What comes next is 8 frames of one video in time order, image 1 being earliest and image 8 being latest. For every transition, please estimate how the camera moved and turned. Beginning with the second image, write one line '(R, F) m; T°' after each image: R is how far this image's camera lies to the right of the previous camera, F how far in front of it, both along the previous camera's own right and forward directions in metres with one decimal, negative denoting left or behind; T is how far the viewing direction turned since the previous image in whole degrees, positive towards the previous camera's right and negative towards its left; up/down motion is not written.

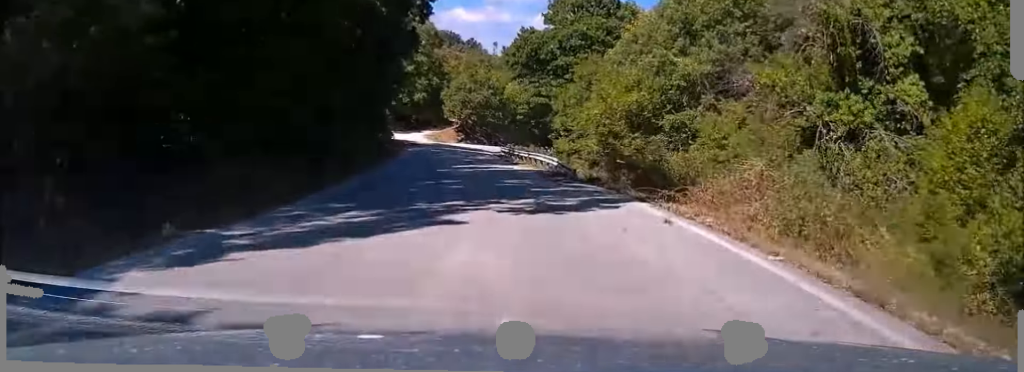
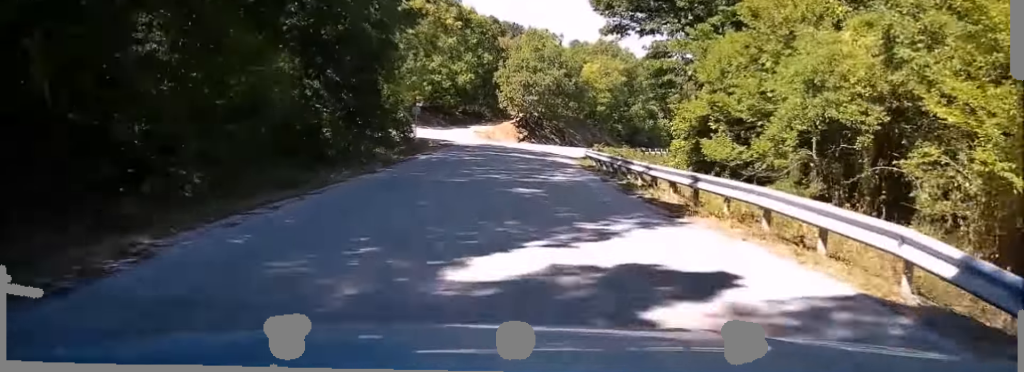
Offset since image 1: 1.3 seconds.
(-1.2, +24.1) m; -4°
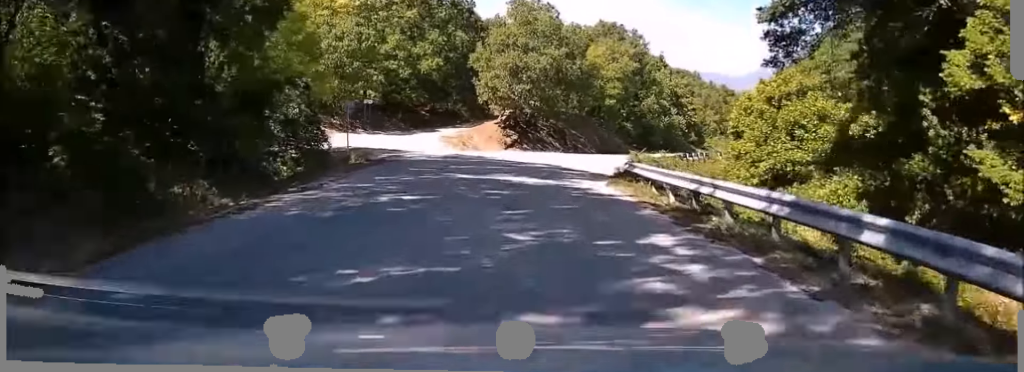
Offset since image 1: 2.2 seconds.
(-0.2, +17.2) m; +1°
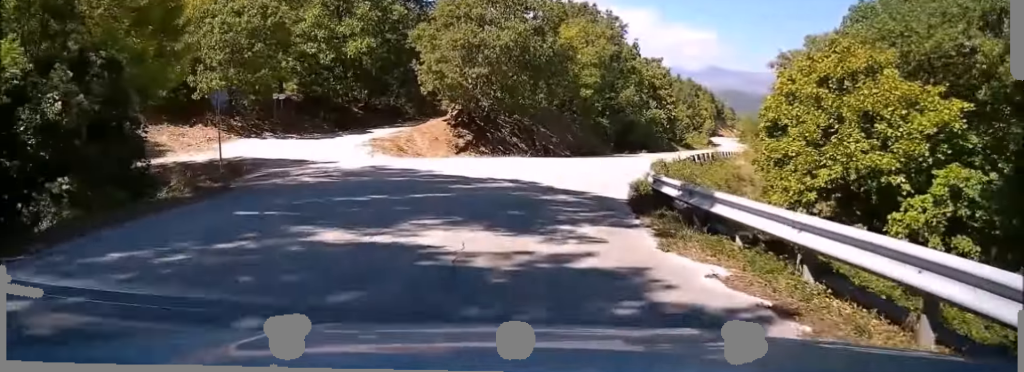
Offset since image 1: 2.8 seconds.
(+0.1, +10.9) m; +3°
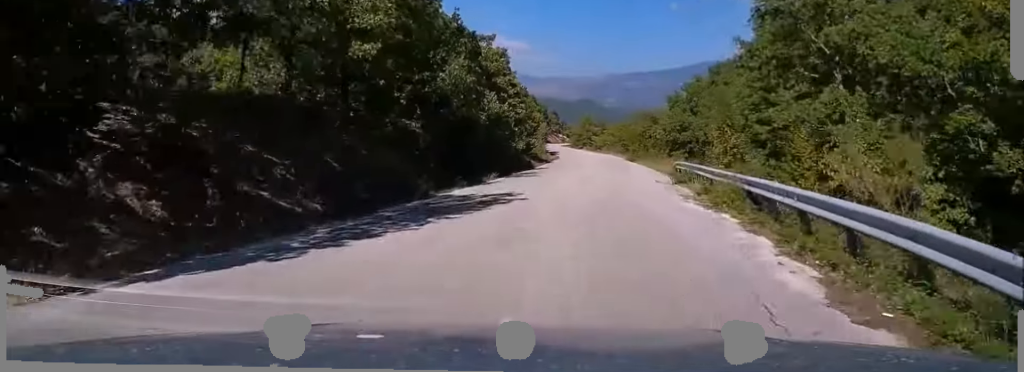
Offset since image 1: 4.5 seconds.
(+3.0, +29.1) m; +13°
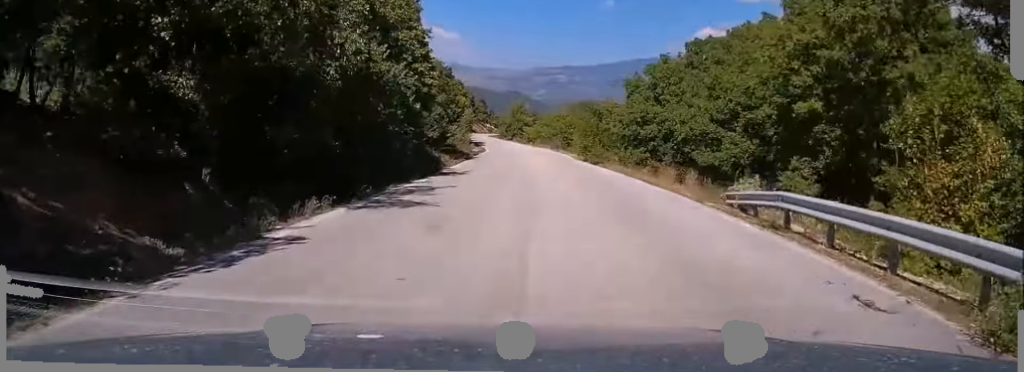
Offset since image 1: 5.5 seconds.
(+1.3, +18.1) m; +6°
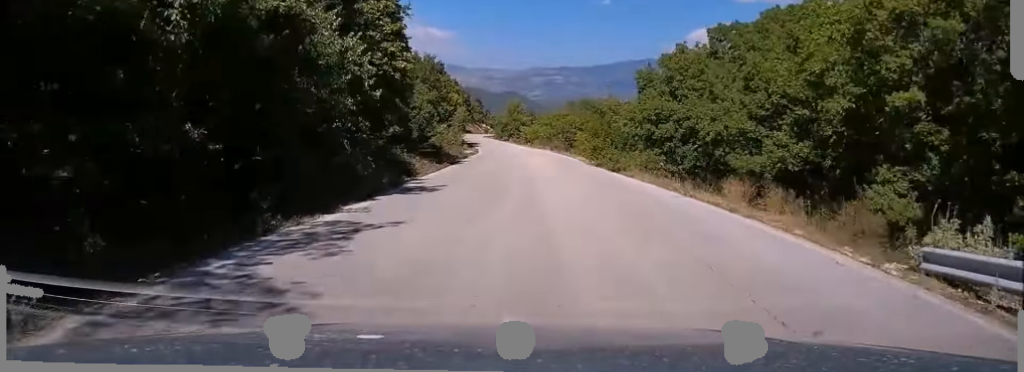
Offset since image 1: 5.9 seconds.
(+0.2, +8.2) m; +1°
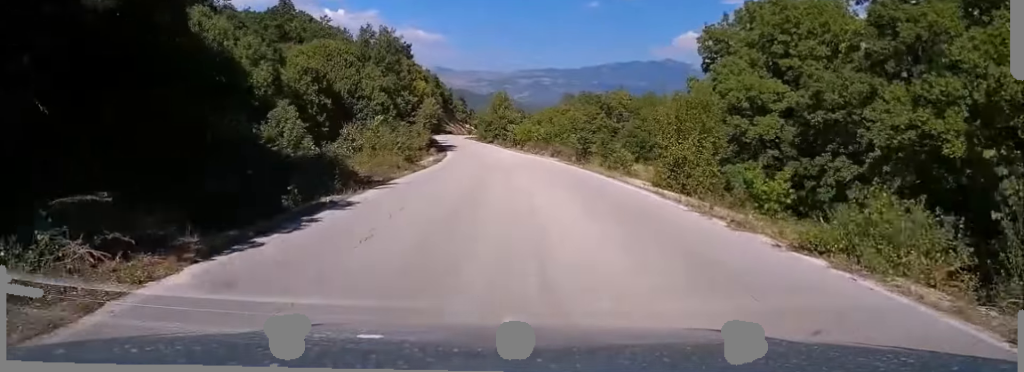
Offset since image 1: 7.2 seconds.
(+0.7, +25.9) m; +1°
